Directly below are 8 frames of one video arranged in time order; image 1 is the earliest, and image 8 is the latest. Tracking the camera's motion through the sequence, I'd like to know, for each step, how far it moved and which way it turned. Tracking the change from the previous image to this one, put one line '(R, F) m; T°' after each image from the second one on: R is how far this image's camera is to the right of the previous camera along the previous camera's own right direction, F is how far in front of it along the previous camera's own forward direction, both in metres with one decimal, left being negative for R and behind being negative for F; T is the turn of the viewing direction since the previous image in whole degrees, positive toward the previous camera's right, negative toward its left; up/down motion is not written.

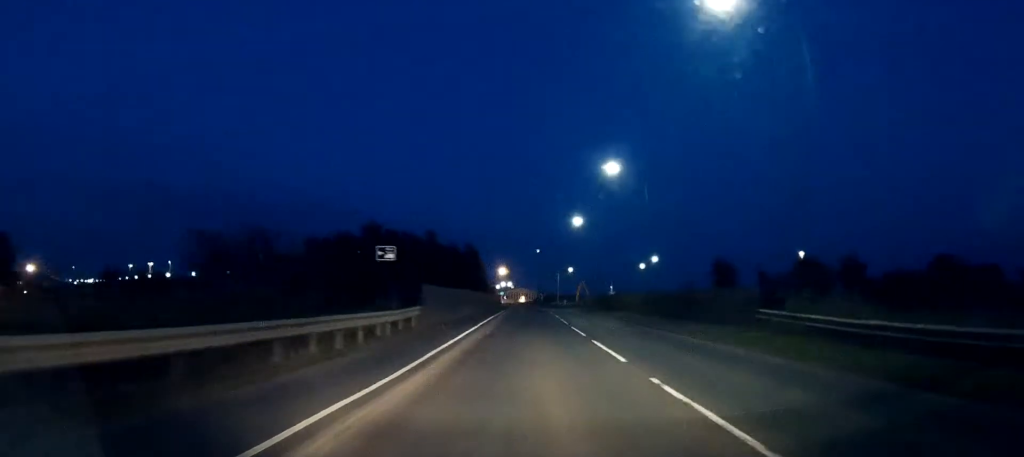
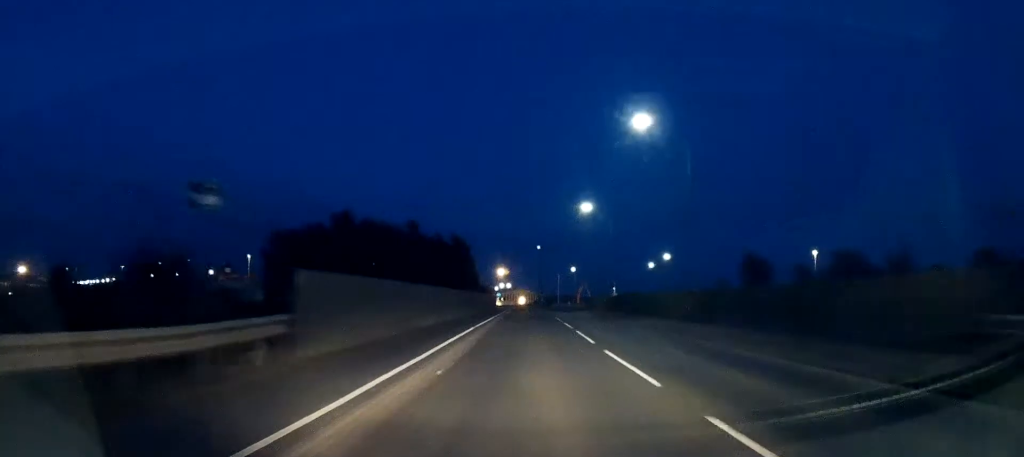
(+0.1, +12.7) m; 0°
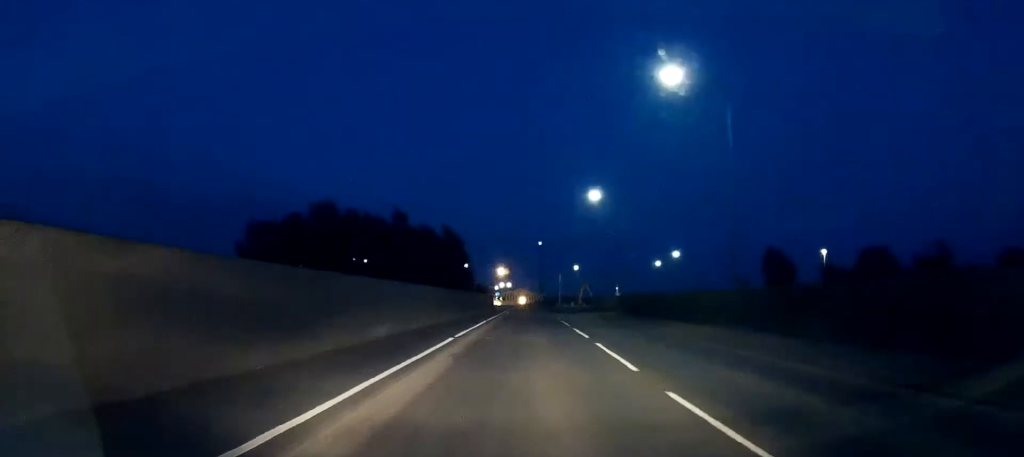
(0.0, +7.4) m; 0°
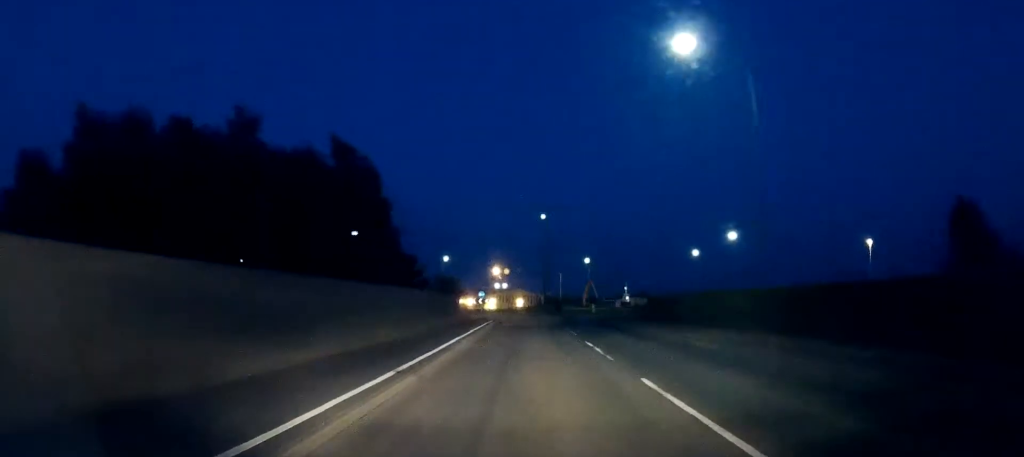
(+0.4, +35.6) m; +1°
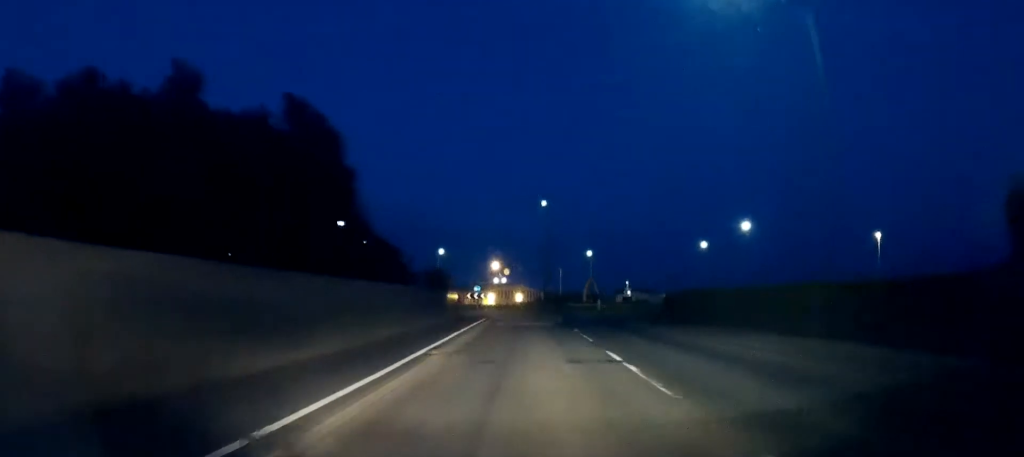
(+0.1, +5.8) m; 0°
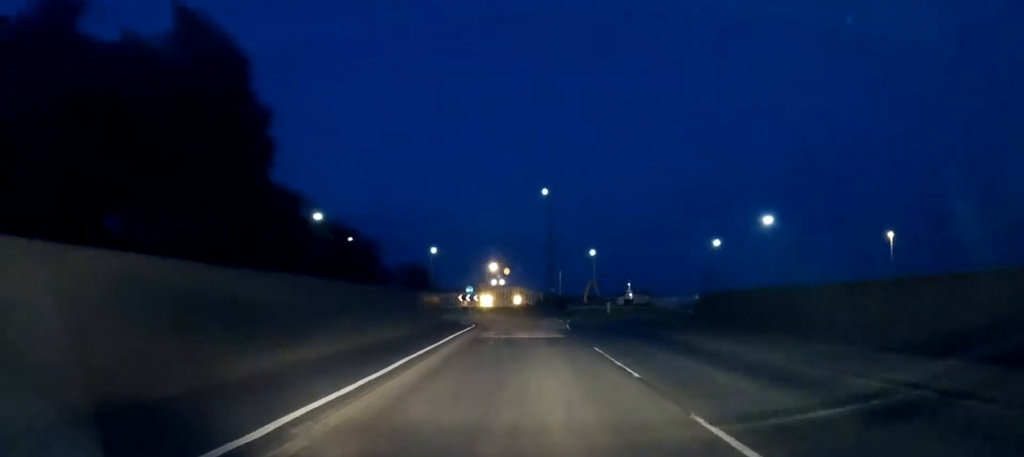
(+0.1, +8.2) m; 0°
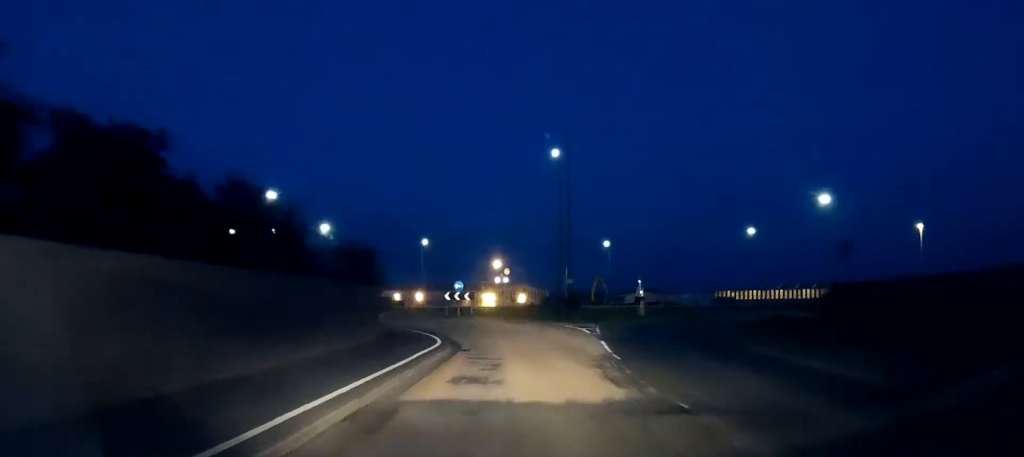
(-0.2, +14.0) m; -2°
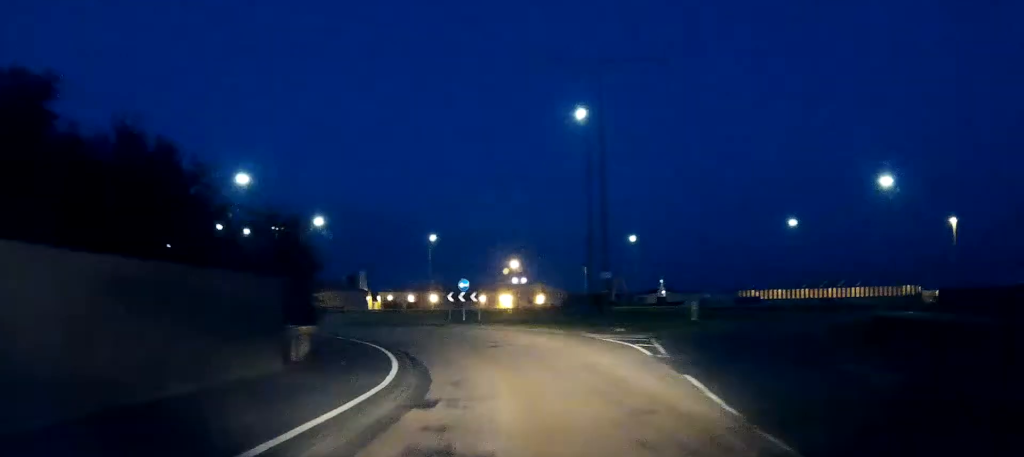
(-0.2, +9.0) m; -2°
